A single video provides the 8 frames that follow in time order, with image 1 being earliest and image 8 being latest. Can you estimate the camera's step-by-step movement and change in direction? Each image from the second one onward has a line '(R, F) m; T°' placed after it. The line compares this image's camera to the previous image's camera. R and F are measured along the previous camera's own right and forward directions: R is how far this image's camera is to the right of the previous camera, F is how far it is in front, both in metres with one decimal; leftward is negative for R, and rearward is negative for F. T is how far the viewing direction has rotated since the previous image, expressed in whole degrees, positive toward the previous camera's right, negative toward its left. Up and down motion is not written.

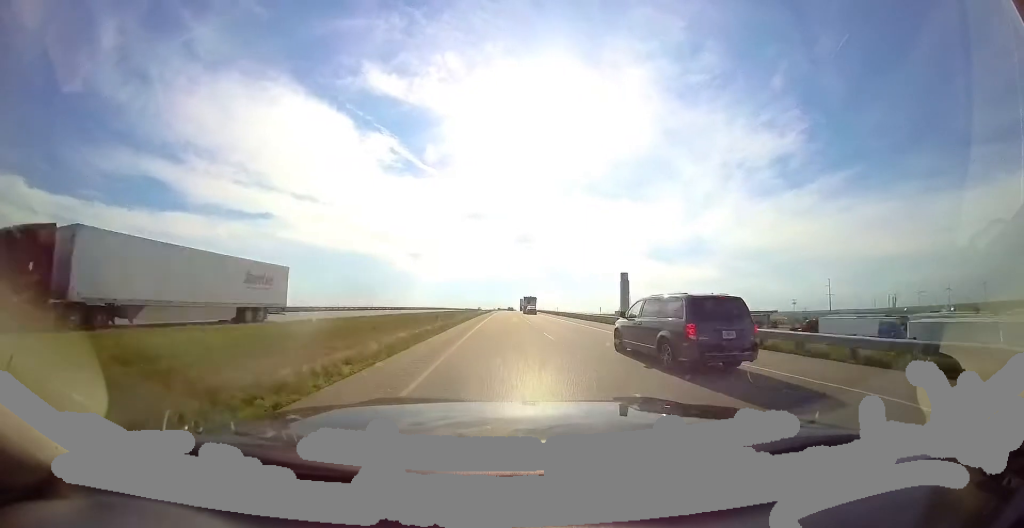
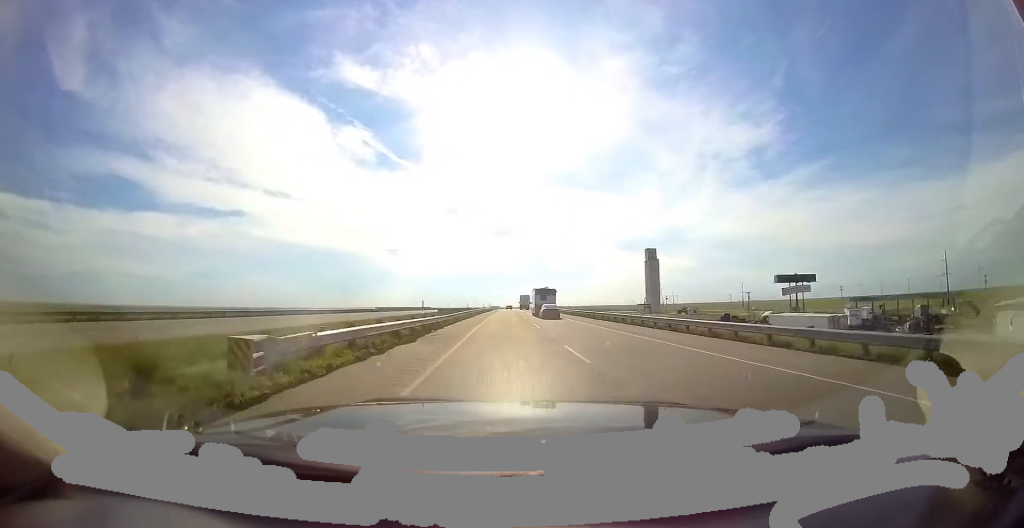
(+2.8, +103.2) m; +4°
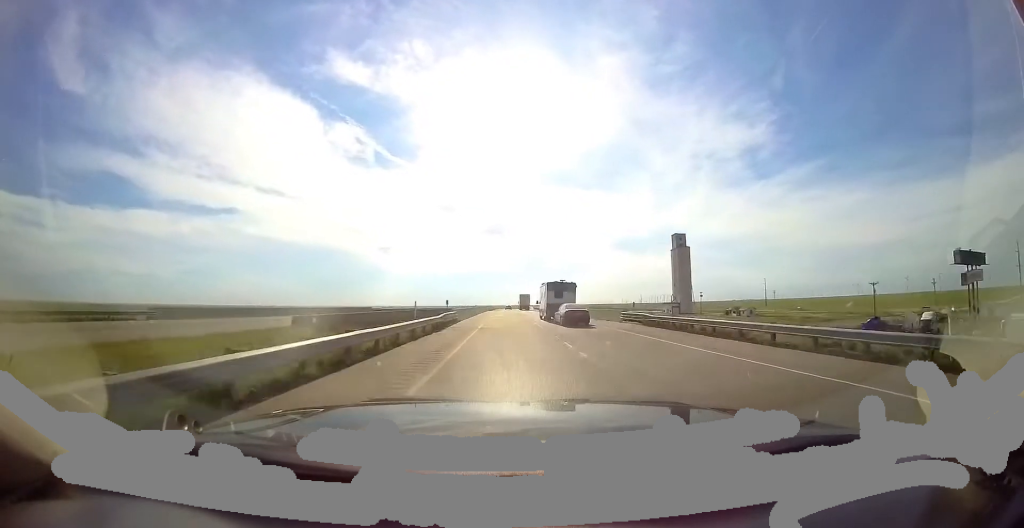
(+1.2, +47.9) m; +1°
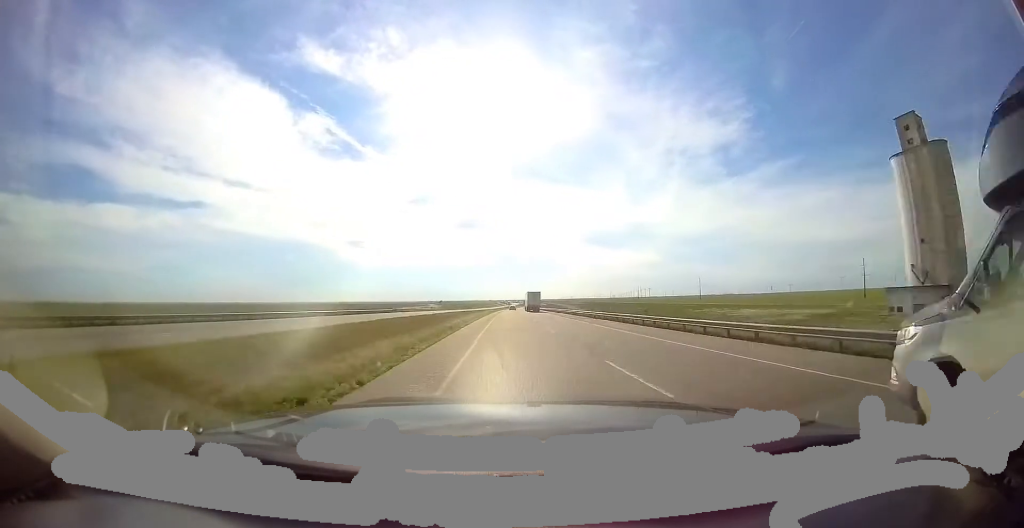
(+4.2, +139.2) m; +4°
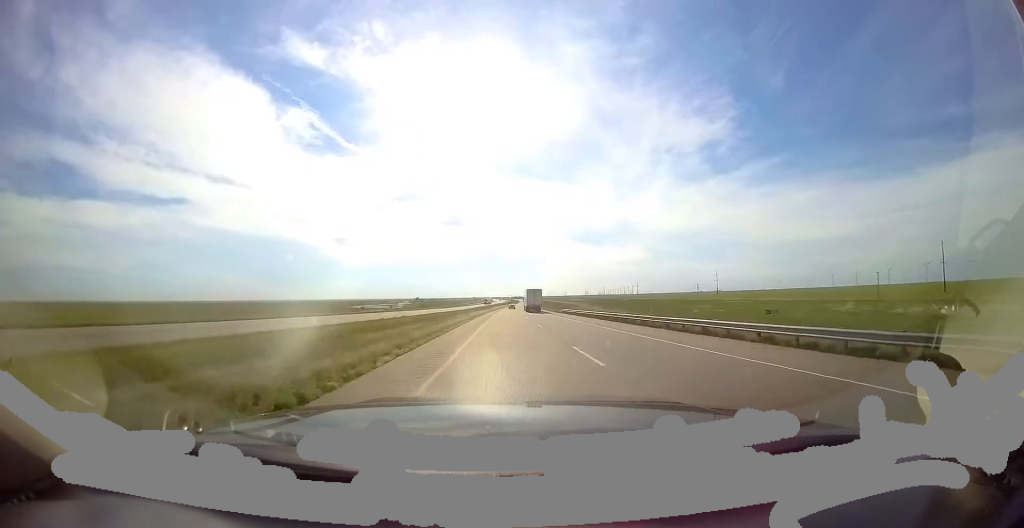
(+1.9, +72.8) m; +3°
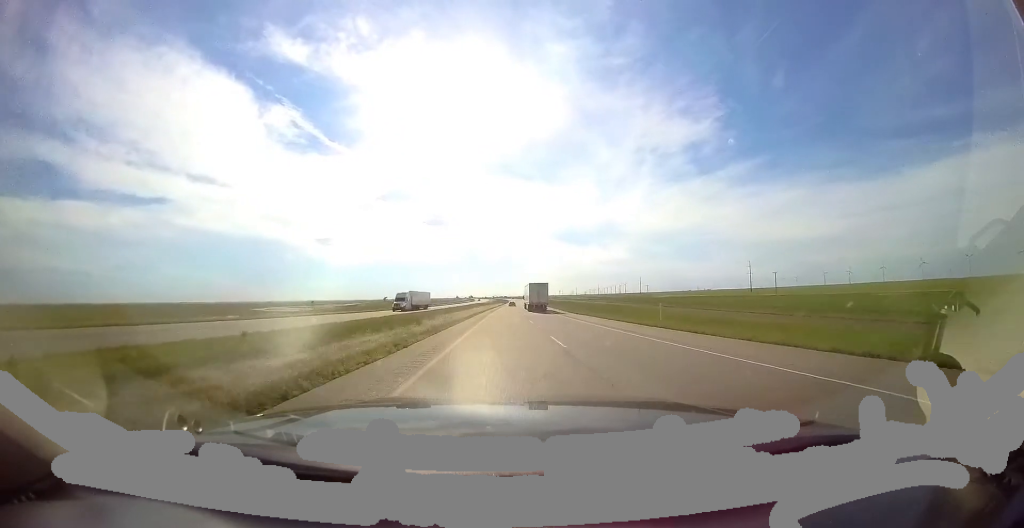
(+2.6, +83.3) m; +3°
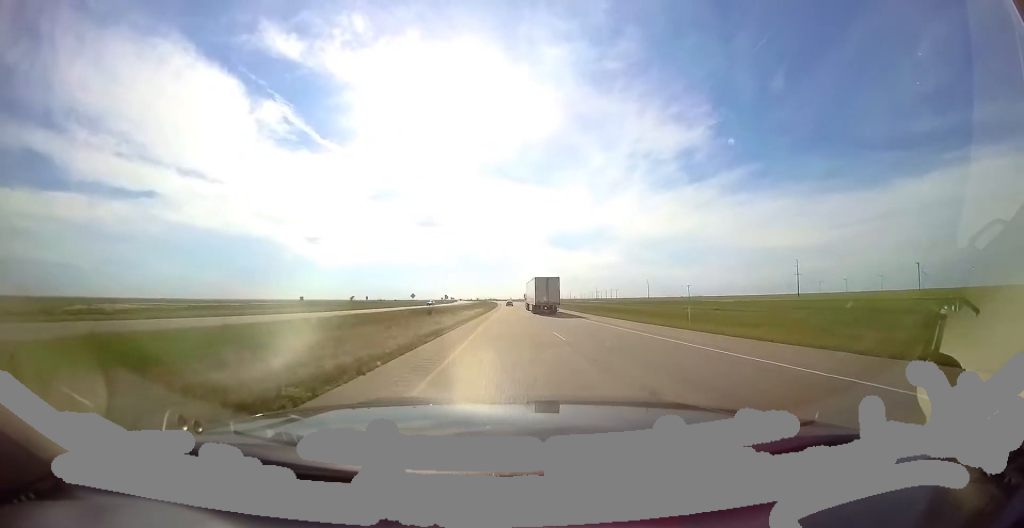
(+1.3, +71.5) m; +1°
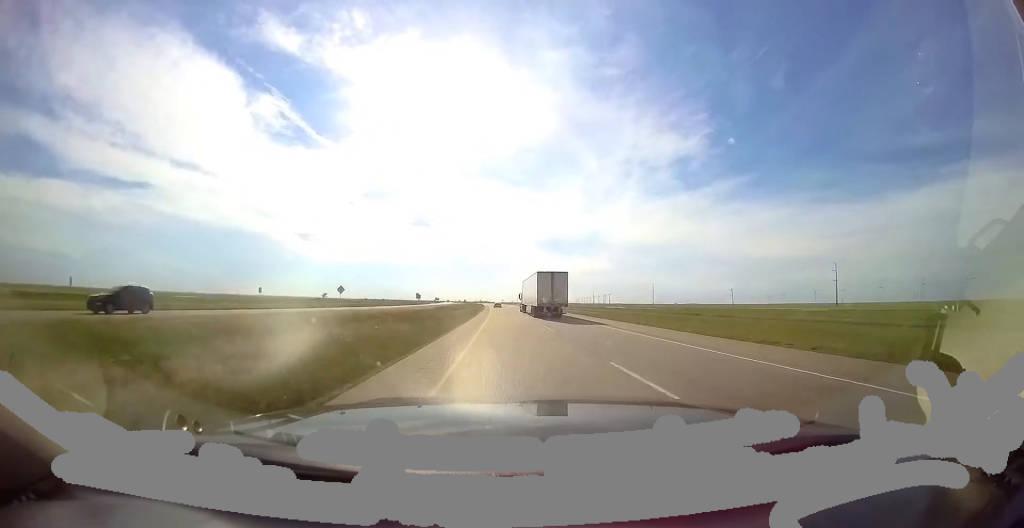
(+0.2, +44.4) m; -1°
